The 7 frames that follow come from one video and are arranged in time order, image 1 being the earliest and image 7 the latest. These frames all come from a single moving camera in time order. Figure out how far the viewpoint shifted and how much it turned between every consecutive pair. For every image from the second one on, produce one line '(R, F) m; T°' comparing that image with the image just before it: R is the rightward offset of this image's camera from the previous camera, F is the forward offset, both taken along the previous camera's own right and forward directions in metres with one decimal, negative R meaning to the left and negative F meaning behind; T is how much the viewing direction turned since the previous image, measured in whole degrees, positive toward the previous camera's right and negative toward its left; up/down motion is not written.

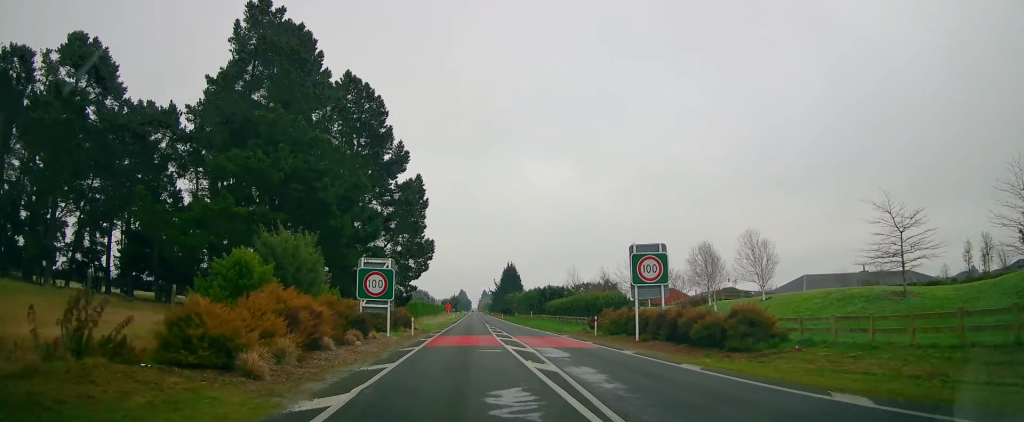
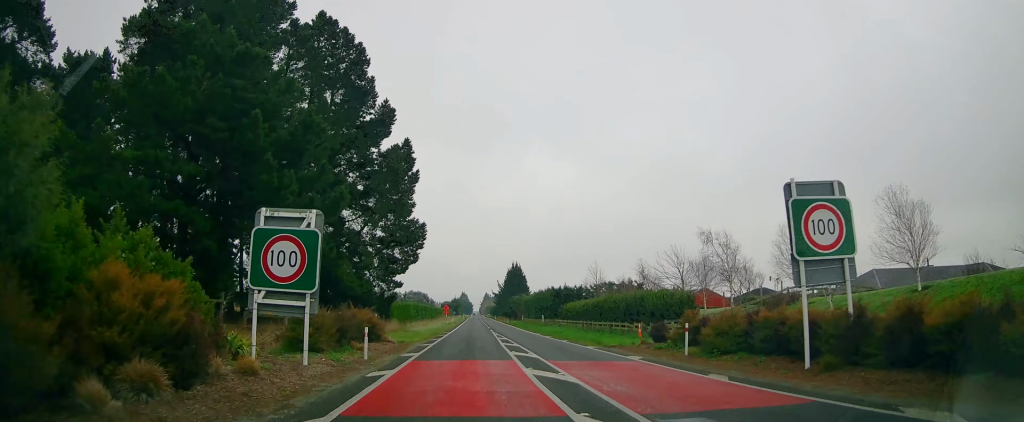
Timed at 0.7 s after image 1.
(+0.1, +14.1) m; -1°
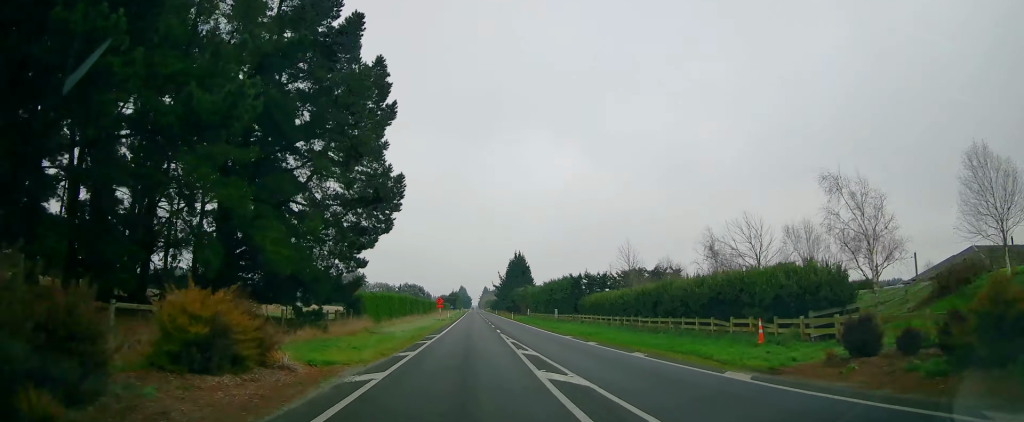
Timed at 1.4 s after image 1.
(-0.3, +15.4) m; 0°
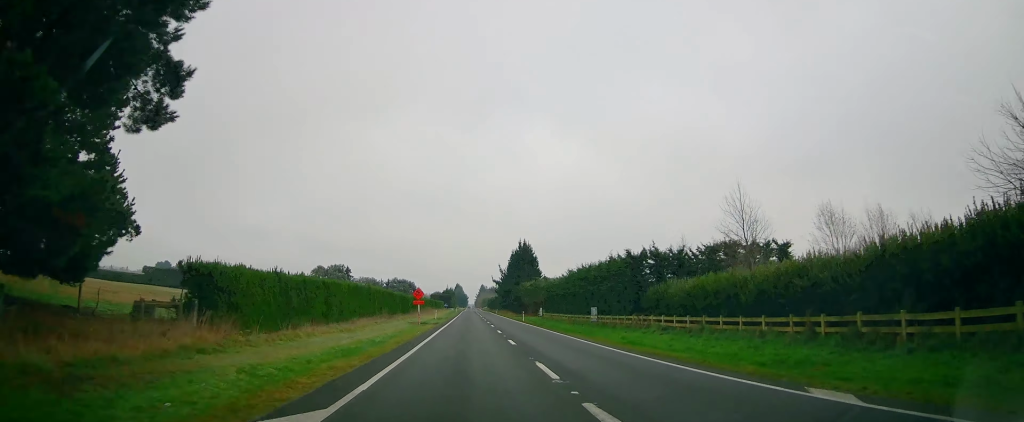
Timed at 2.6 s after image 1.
(+0.2, +24.7) m; +1°
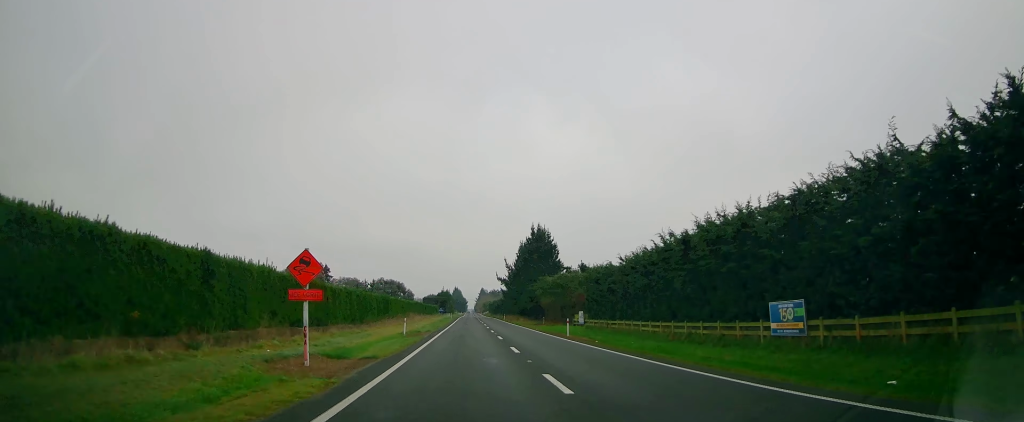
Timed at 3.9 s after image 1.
(-0.1, +32.0) m; -1°
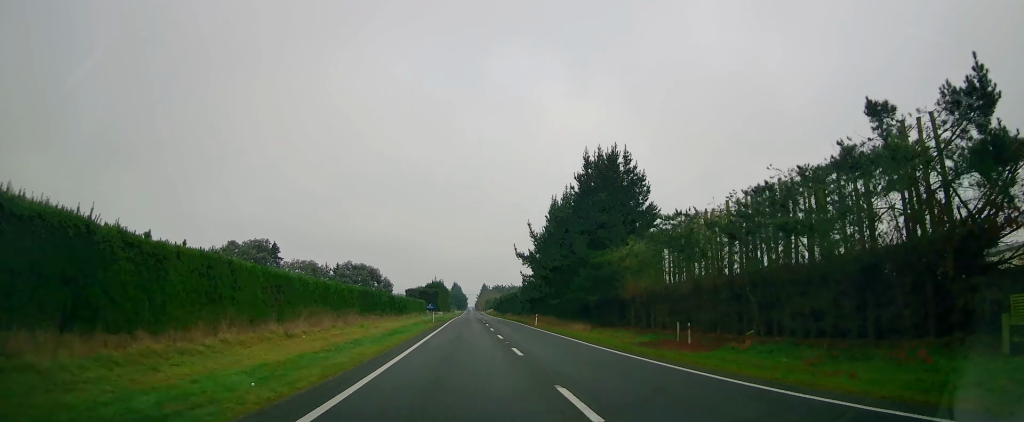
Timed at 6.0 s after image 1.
(0.0, +52.5) m; 0°
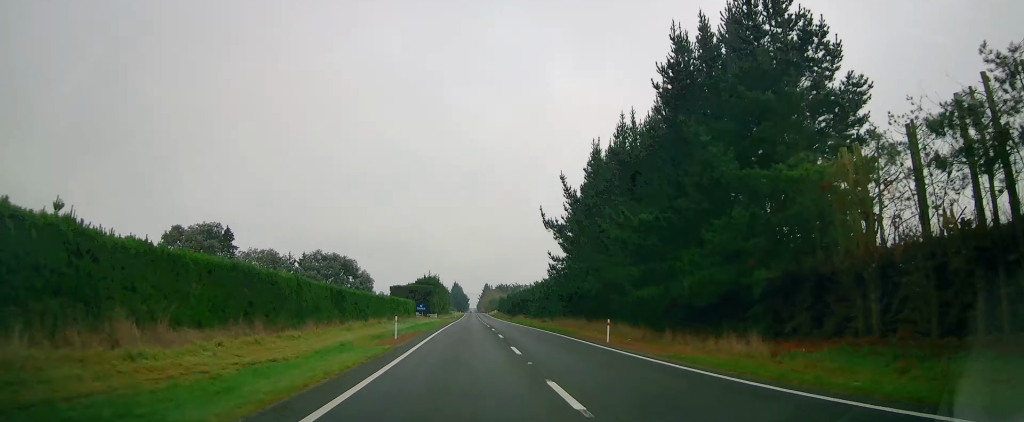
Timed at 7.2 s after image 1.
(-0.1, +29.3) m; 0°
